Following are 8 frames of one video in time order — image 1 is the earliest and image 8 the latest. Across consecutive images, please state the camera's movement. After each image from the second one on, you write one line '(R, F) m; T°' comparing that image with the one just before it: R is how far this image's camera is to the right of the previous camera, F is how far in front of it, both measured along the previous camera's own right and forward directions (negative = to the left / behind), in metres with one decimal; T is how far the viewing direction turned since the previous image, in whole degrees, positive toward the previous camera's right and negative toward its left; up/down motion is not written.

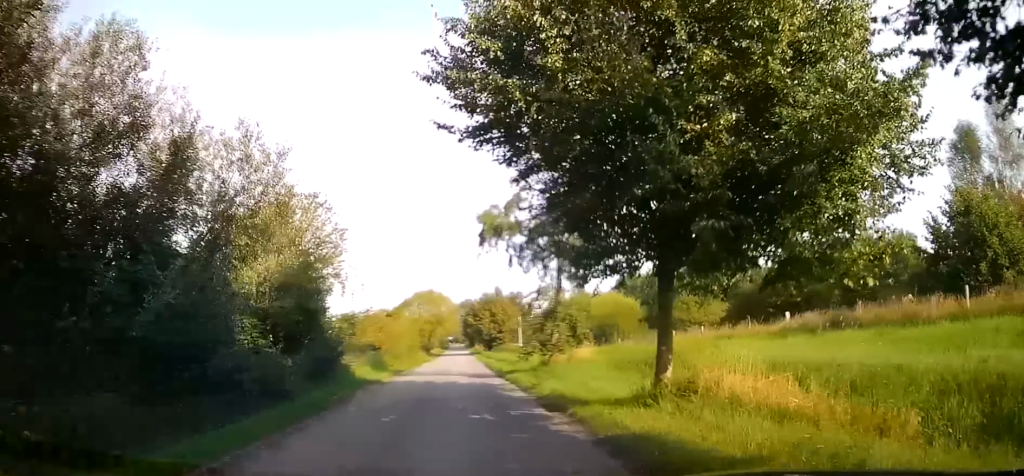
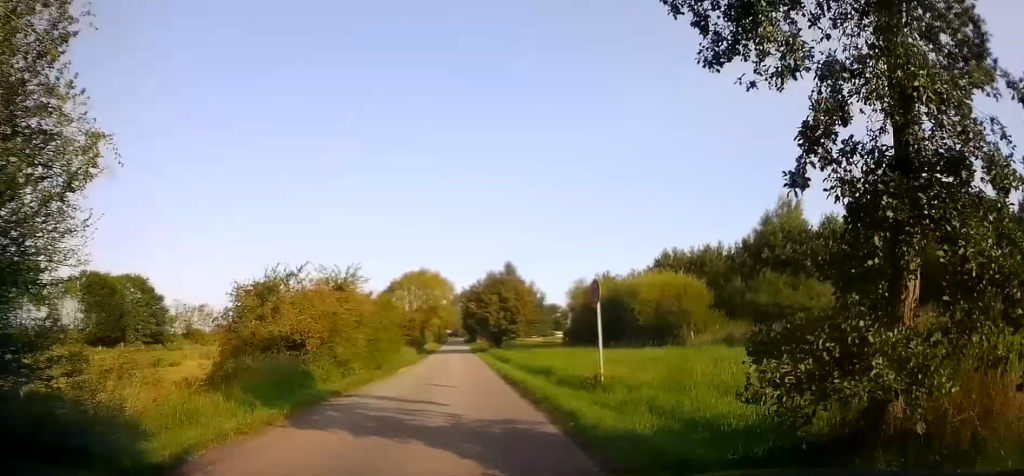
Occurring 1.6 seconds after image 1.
(+0.3, +18.0) m; -1°
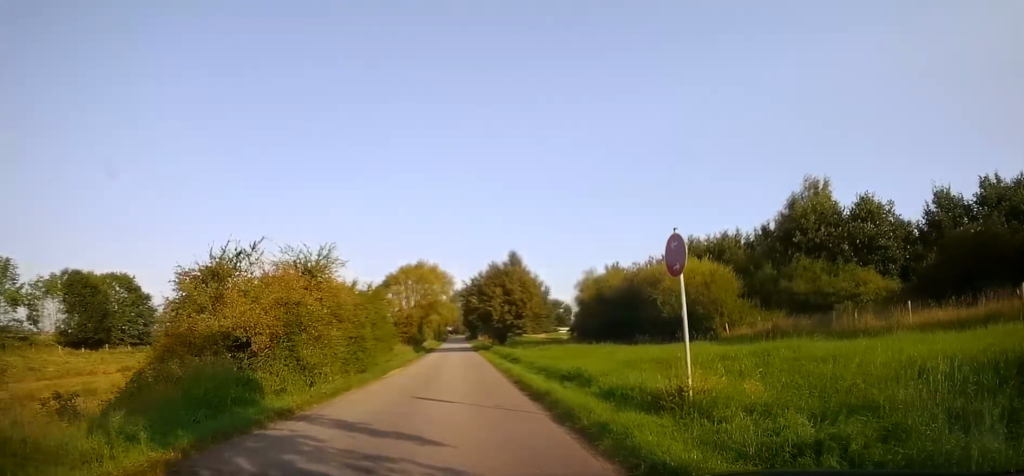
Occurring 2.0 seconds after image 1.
(-0.3, +5.1) m; 0°
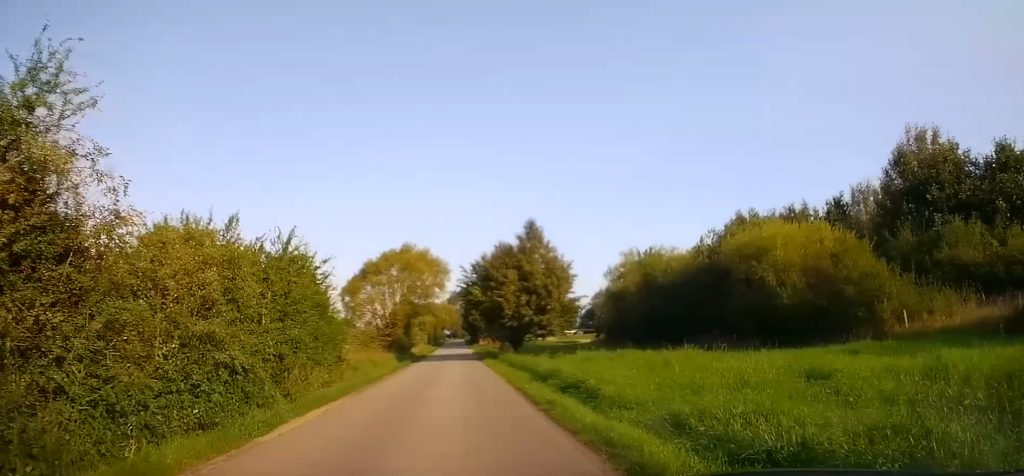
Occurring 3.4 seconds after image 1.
(+0.4, +15.2) m; +2°
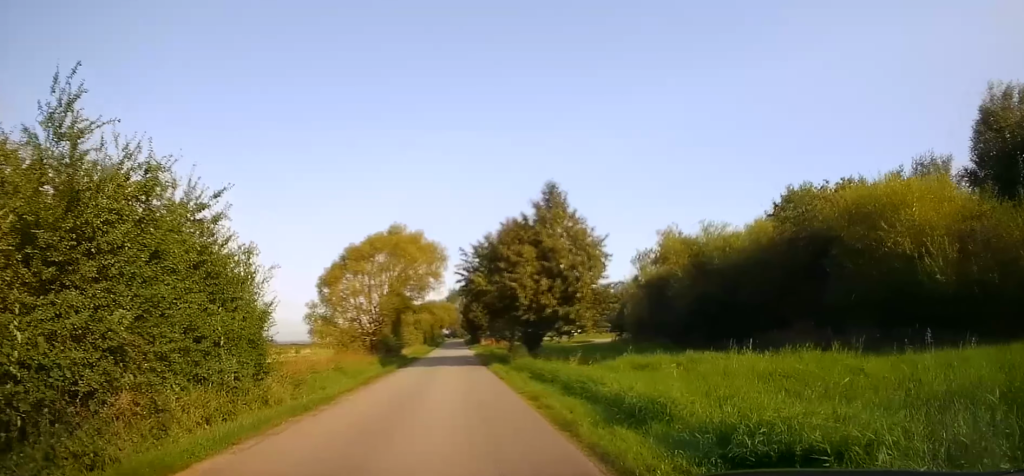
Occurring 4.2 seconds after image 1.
(-0.1, +8.9) m; +1°
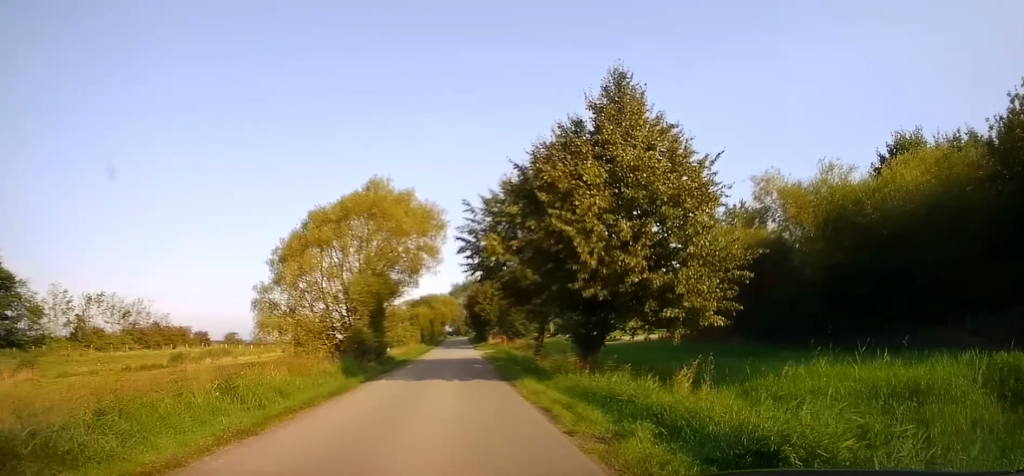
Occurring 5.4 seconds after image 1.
(+0.3, +12.4) m; -1°
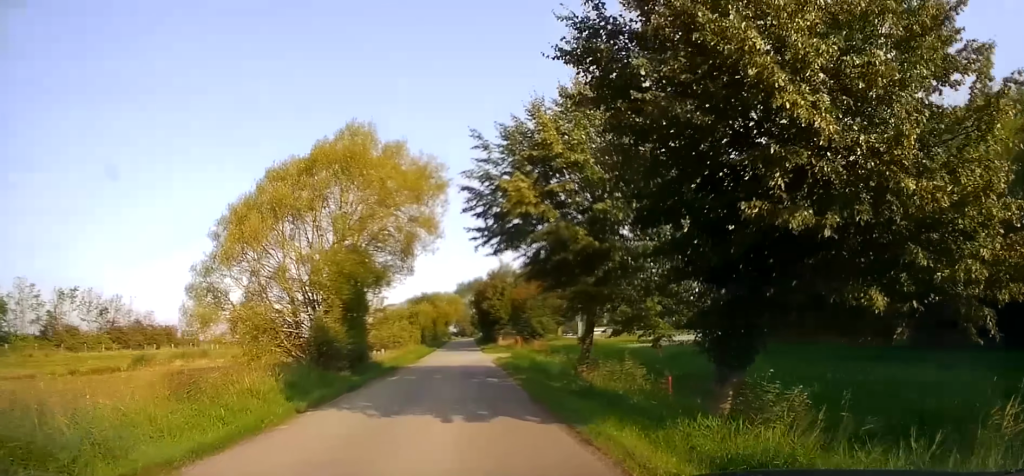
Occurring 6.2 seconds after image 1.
(-0.5, +9.0) m; -1°
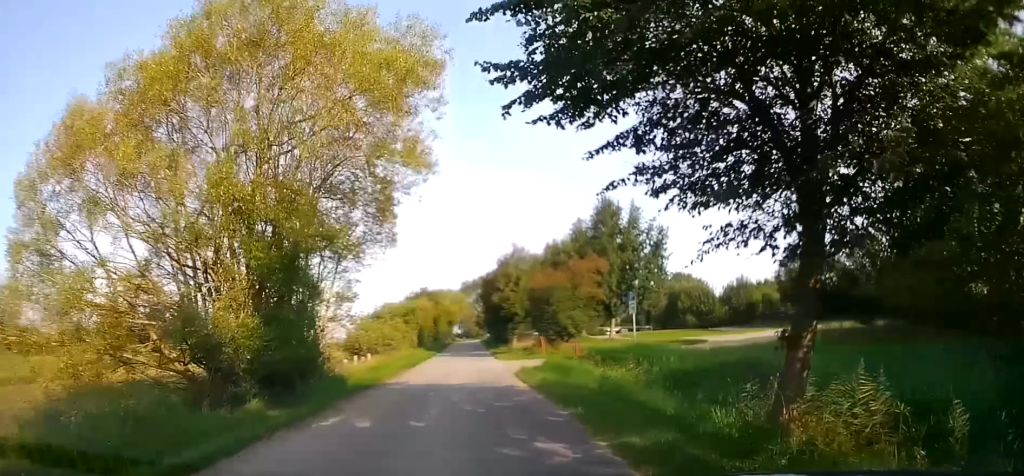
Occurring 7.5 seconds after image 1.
(+0.3, +11.9) m; -1°
